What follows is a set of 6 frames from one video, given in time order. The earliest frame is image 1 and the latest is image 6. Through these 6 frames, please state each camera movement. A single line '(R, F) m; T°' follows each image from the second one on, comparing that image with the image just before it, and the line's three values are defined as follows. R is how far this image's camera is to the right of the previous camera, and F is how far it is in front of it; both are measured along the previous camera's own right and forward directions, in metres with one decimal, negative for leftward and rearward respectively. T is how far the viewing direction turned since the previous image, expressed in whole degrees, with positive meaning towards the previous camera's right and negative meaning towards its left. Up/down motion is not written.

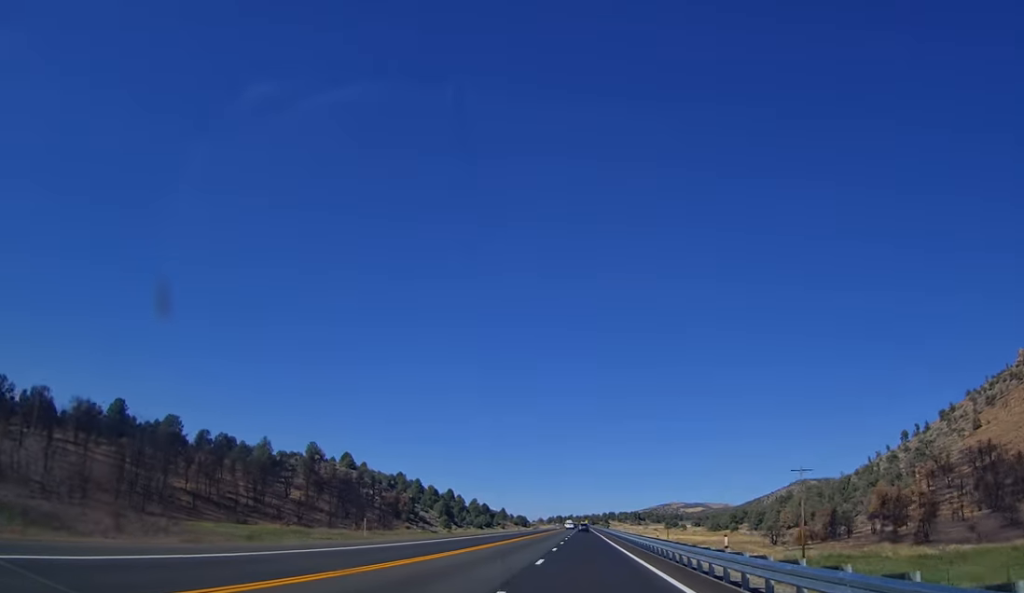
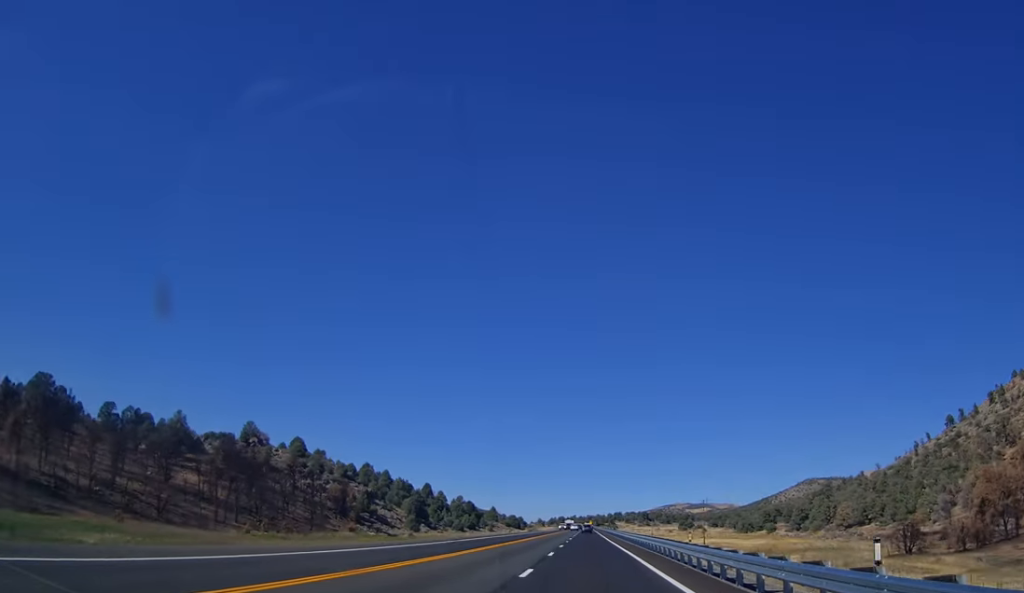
(0.0, +54.3) m; 0°
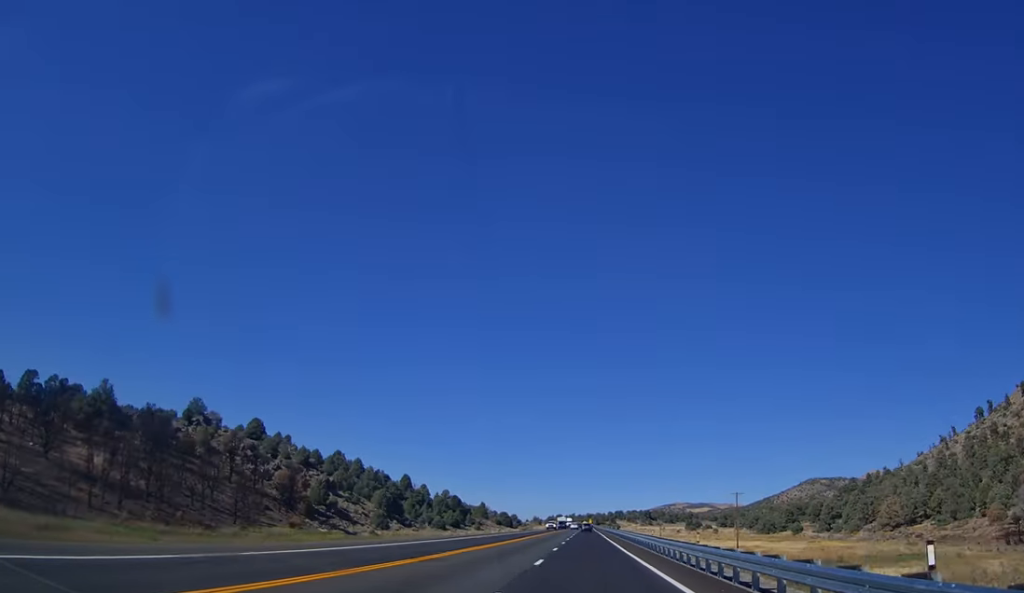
(0.0, +31.9) m; 0°
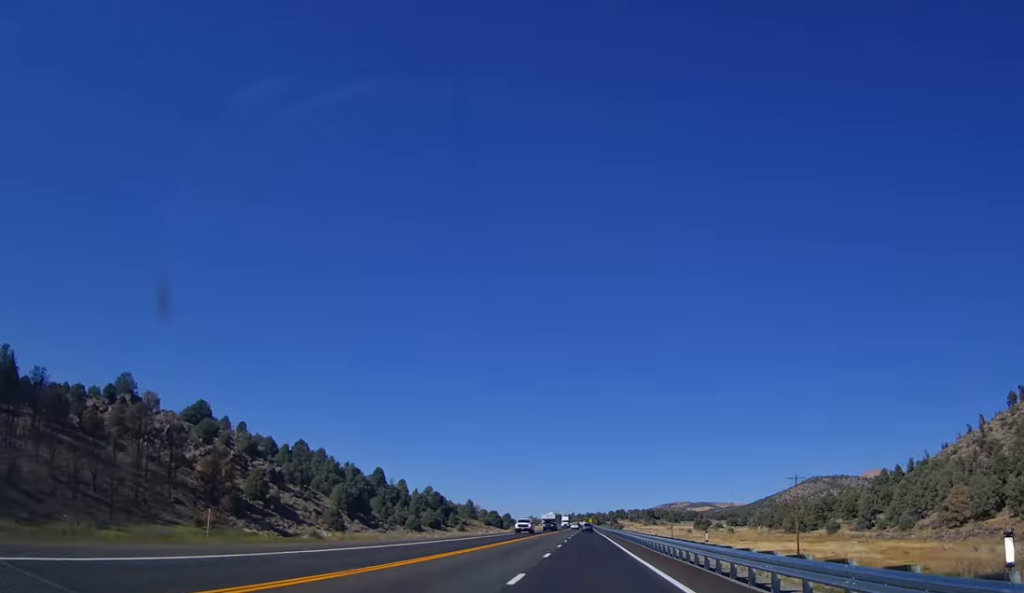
(+0.2, +32.0) m; 0°
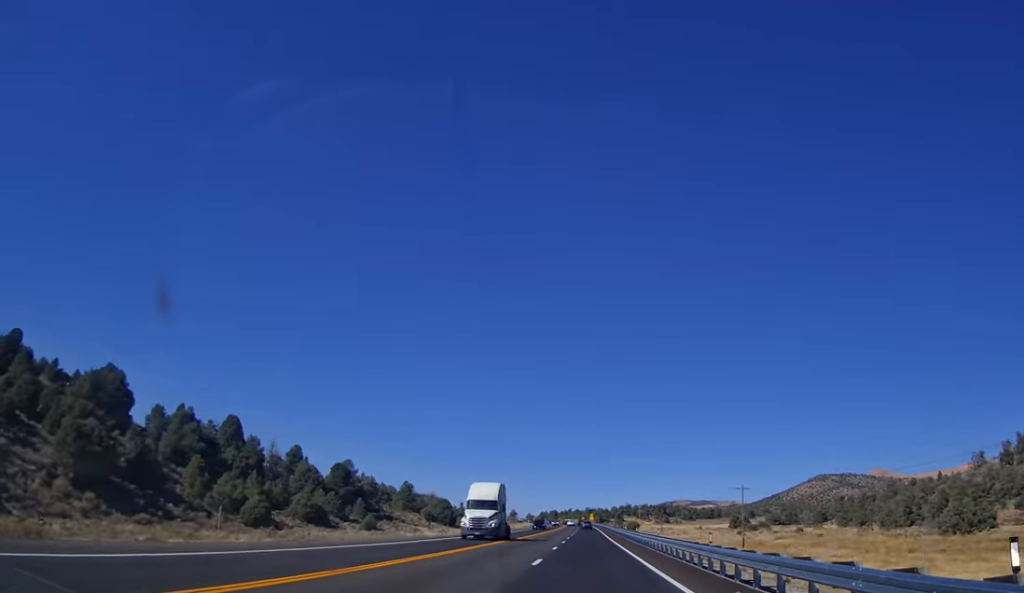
(-1.0, +91.8) m; -1°
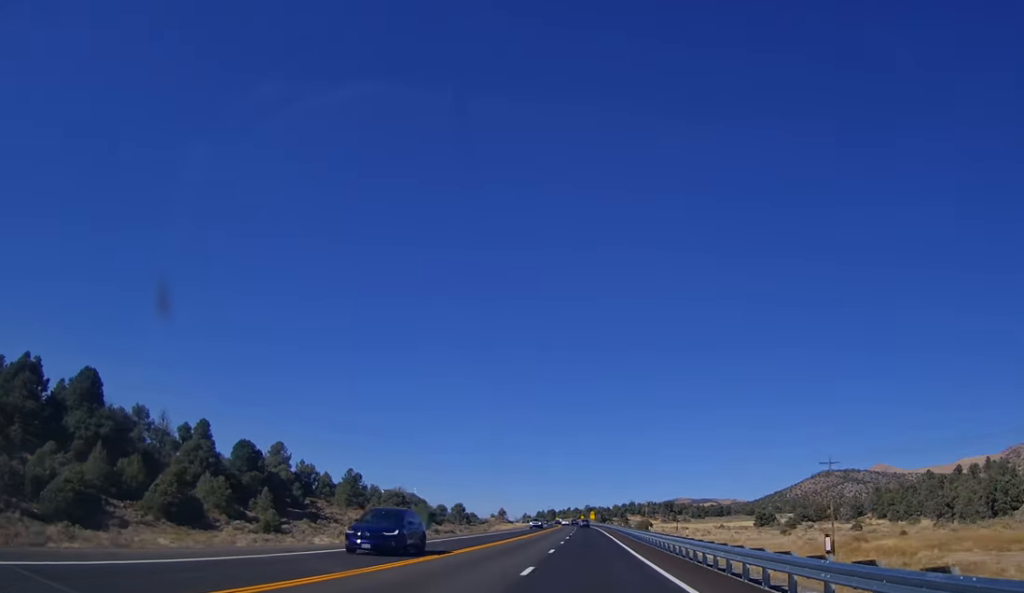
(0.0, +41.0) m; 0°
